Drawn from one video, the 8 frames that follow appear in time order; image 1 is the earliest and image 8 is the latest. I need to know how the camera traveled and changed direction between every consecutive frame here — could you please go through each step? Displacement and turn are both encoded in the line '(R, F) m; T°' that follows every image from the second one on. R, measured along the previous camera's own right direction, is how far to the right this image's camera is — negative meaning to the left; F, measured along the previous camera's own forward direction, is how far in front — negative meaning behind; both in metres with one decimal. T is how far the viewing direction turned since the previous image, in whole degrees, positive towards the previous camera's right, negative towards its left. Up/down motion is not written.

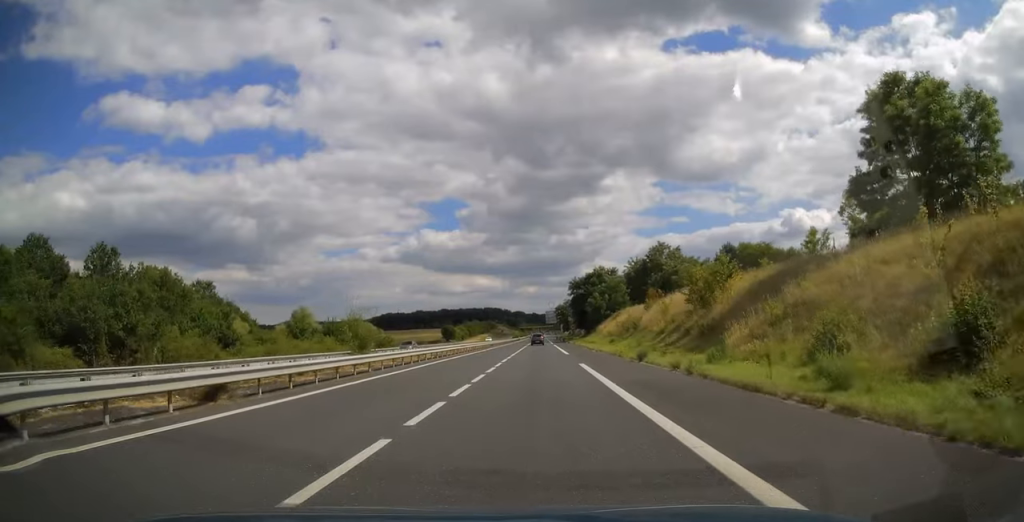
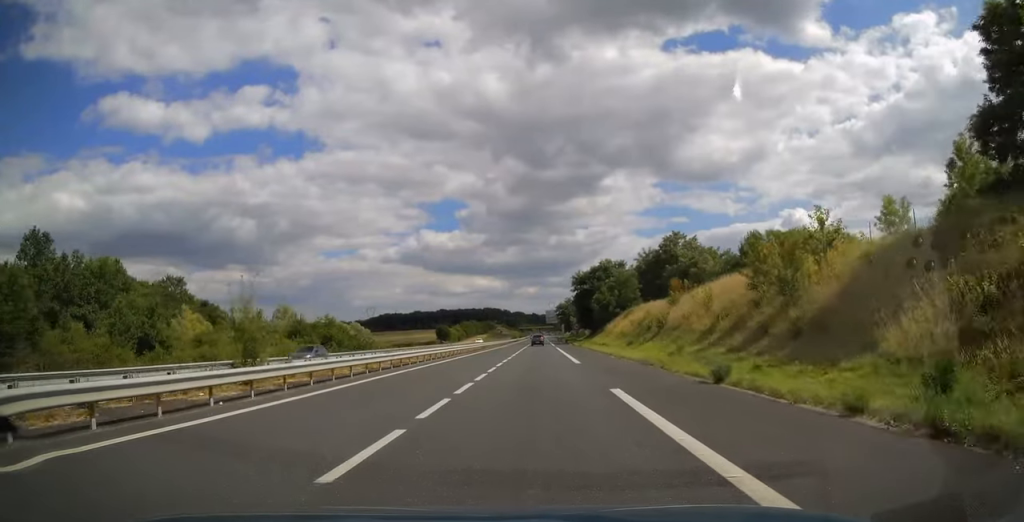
(0.0, +12.3) m; 0°
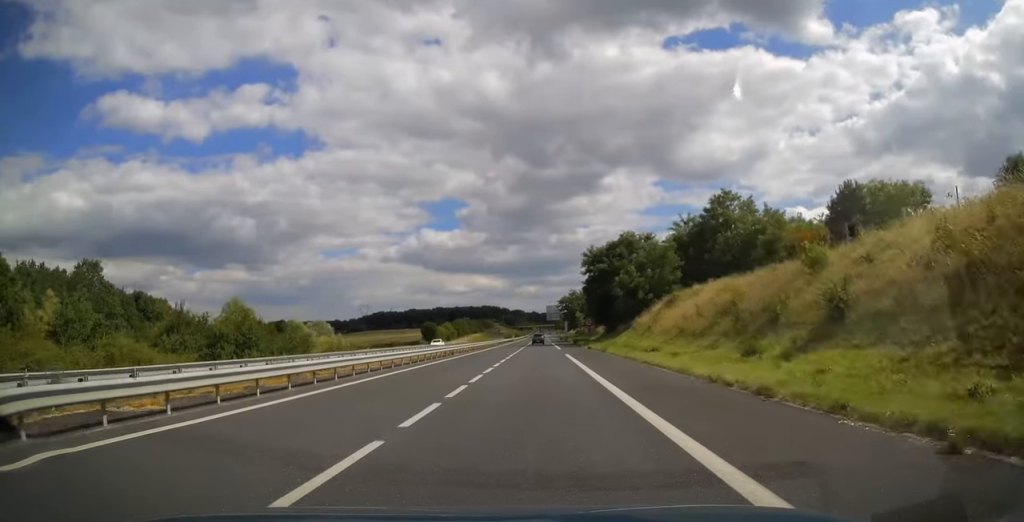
(-0.1, +27.6) m; 0°
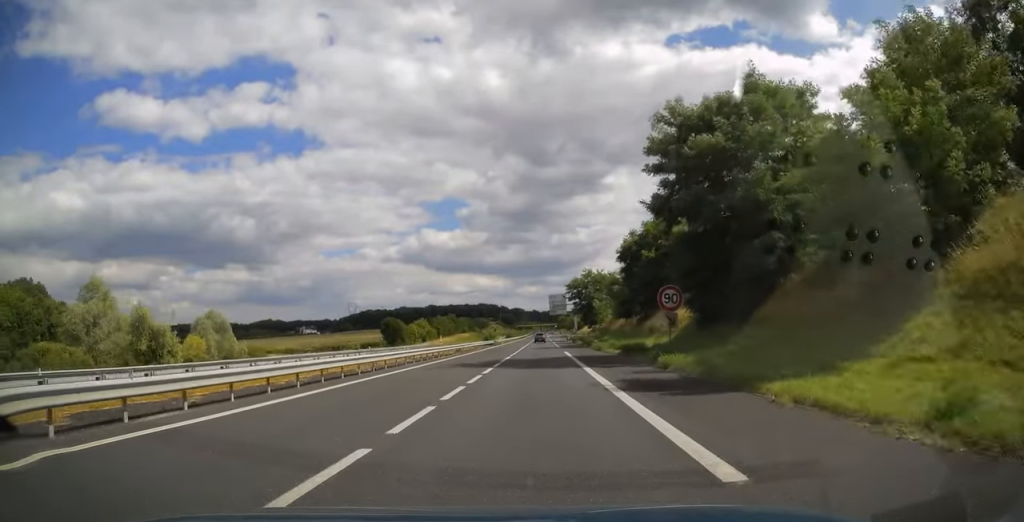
(+0.1, +49.3) m; 0°
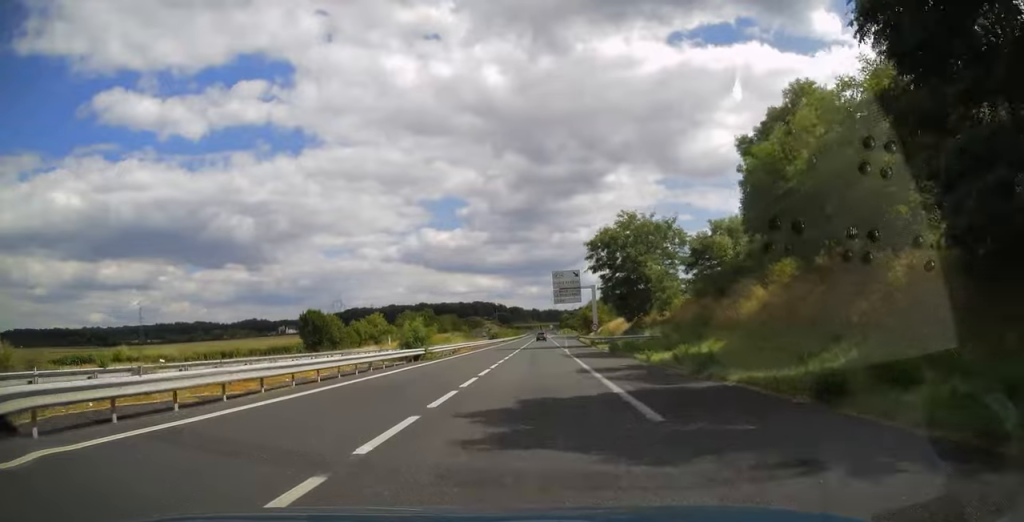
(-0.2, +50.1) m; 0°
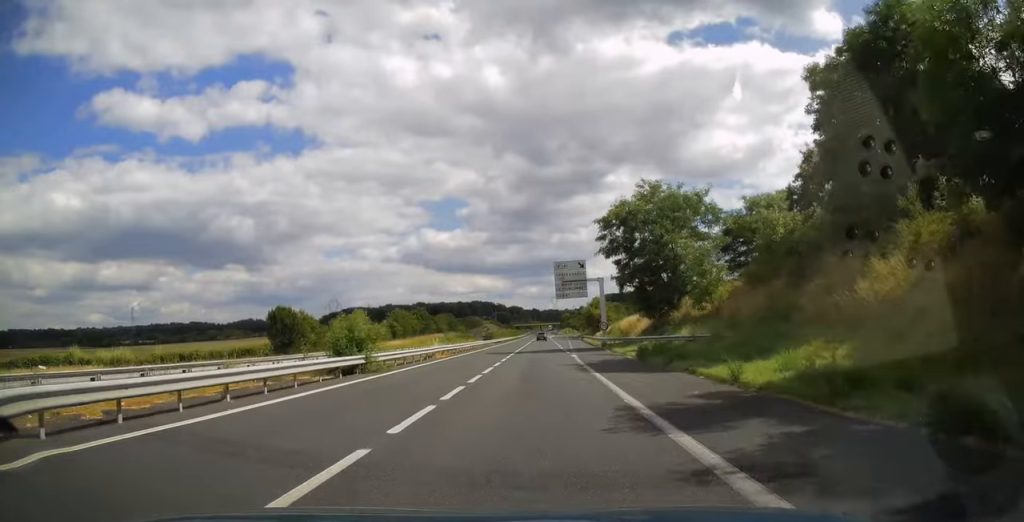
(+0.1, +11.8) m; 0°
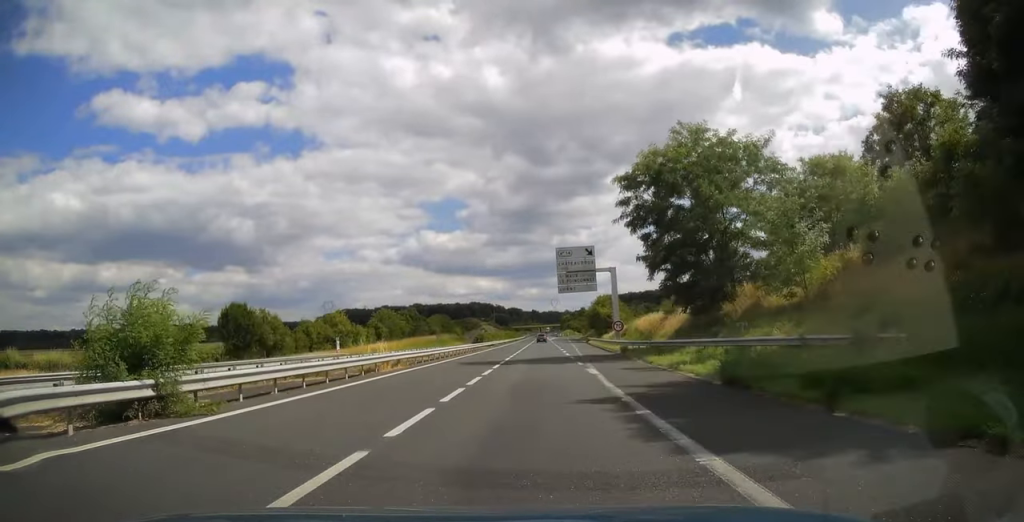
(+0.1, +13.3) m; 0°
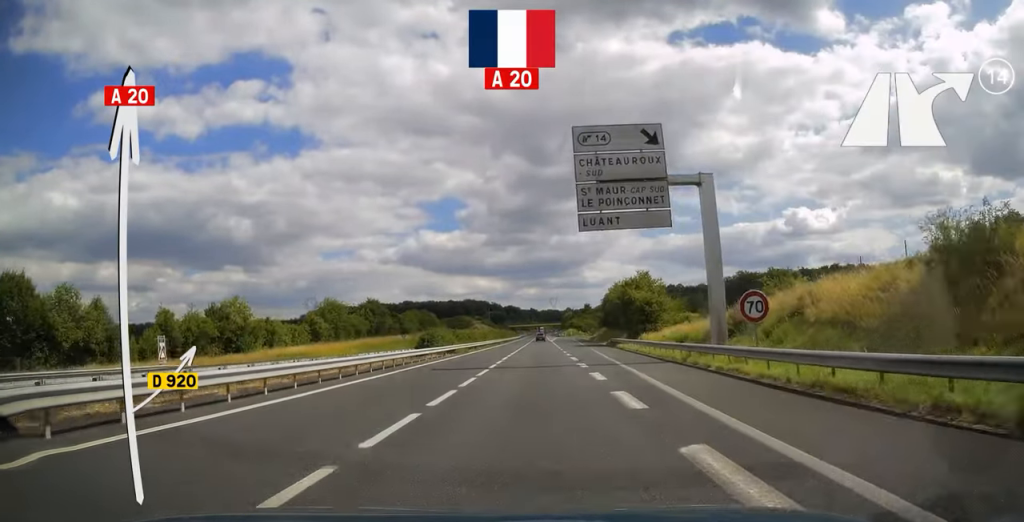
(-0.2, +36.4) m; 0°
